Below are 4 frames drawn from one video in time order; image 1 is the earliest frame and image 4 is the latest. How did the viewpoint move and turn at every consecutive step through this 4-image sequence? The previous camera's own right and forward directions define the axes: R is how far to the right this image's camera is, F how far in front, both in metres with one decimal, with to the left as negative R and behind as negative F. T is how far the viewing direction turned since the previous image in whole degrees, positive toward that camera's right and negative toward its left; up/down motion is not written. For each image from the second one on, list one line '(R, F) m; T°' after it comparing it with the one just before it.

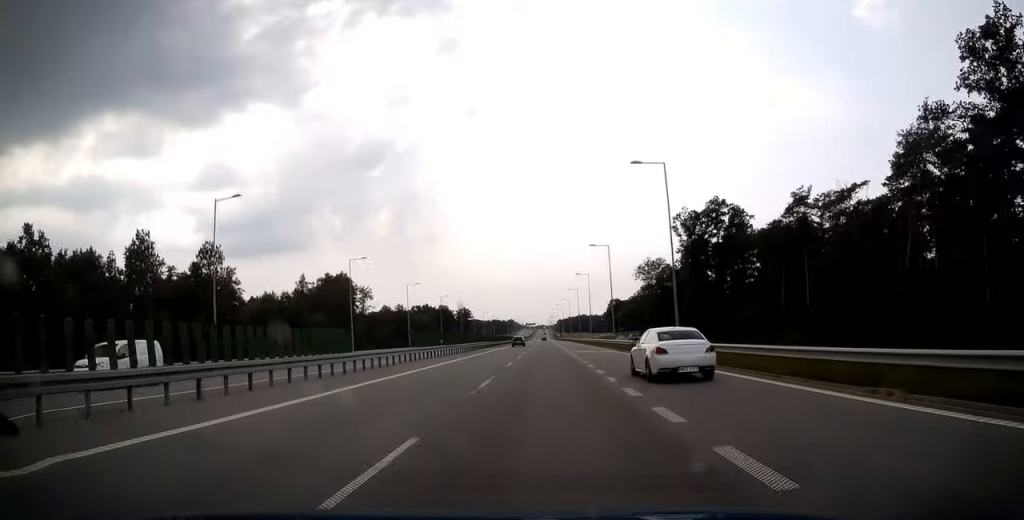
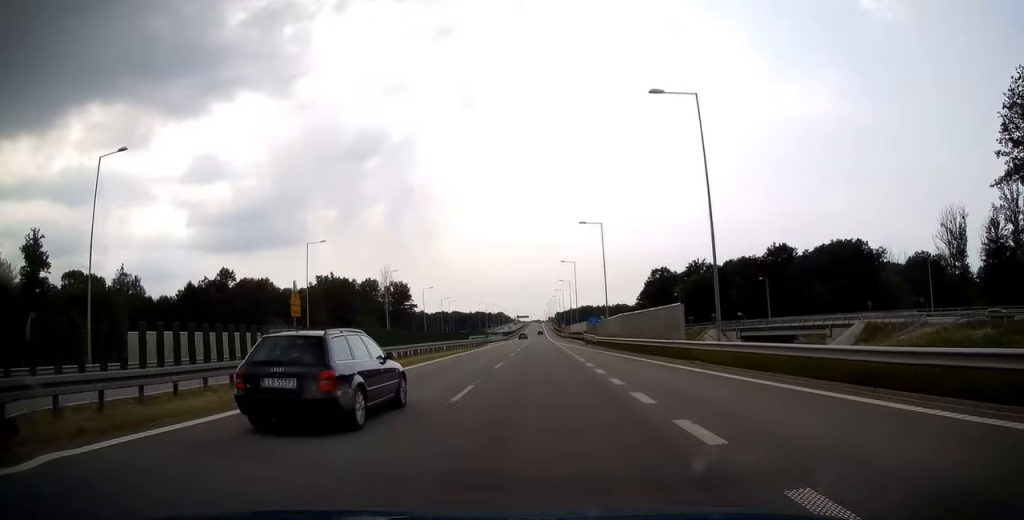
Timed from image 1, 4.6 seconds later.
(-0.5, +147.3) m; 0°
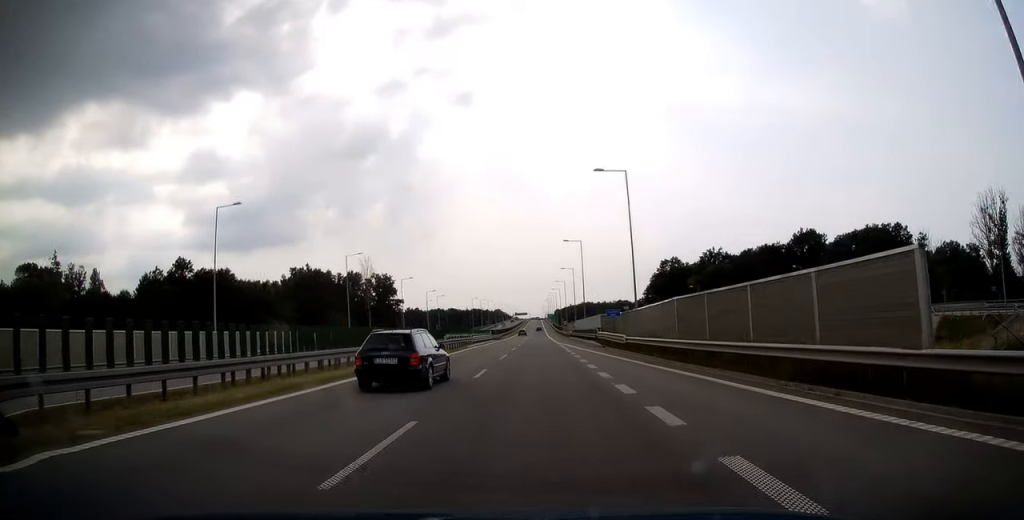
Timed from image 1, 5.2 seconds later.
(0.0, +19.3) m; 0°
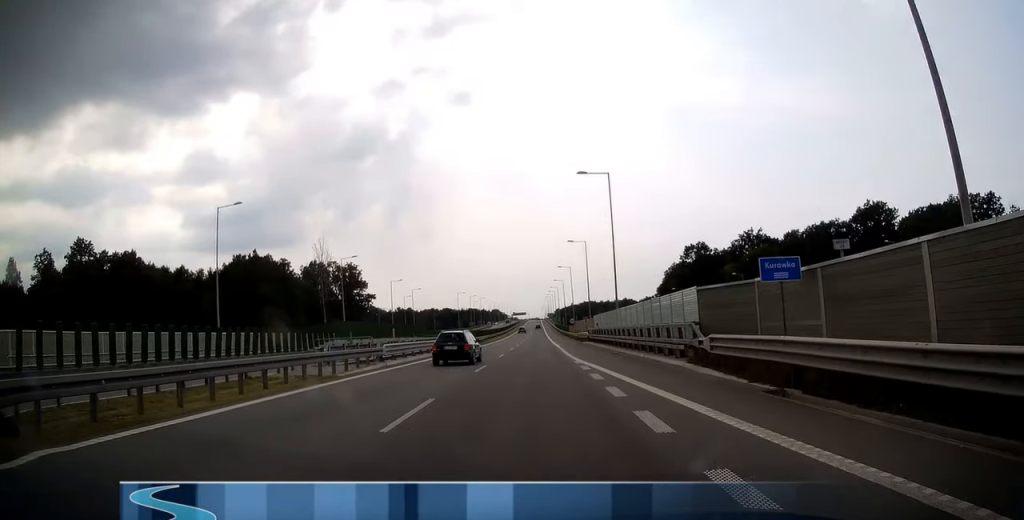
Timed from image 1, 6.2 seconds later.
(0.0, +33.7) m; 0°
